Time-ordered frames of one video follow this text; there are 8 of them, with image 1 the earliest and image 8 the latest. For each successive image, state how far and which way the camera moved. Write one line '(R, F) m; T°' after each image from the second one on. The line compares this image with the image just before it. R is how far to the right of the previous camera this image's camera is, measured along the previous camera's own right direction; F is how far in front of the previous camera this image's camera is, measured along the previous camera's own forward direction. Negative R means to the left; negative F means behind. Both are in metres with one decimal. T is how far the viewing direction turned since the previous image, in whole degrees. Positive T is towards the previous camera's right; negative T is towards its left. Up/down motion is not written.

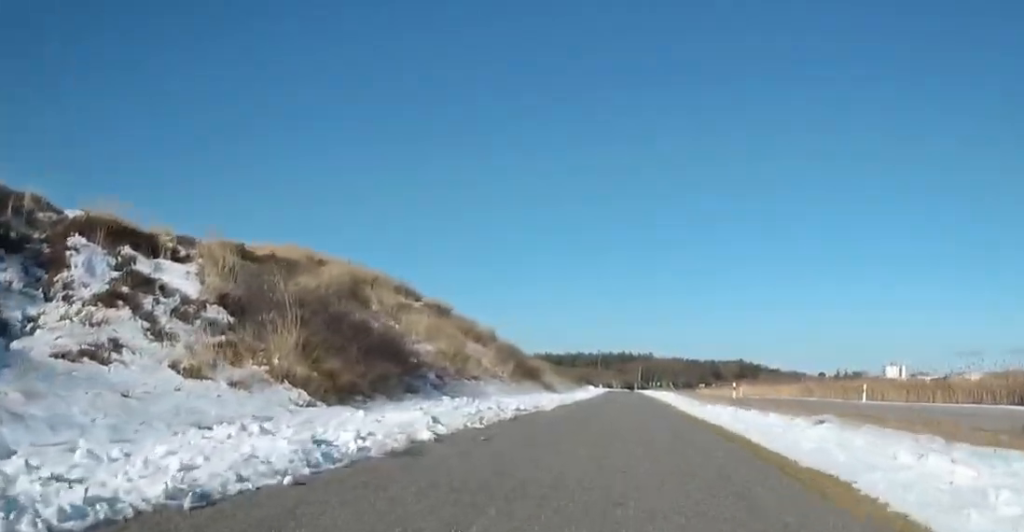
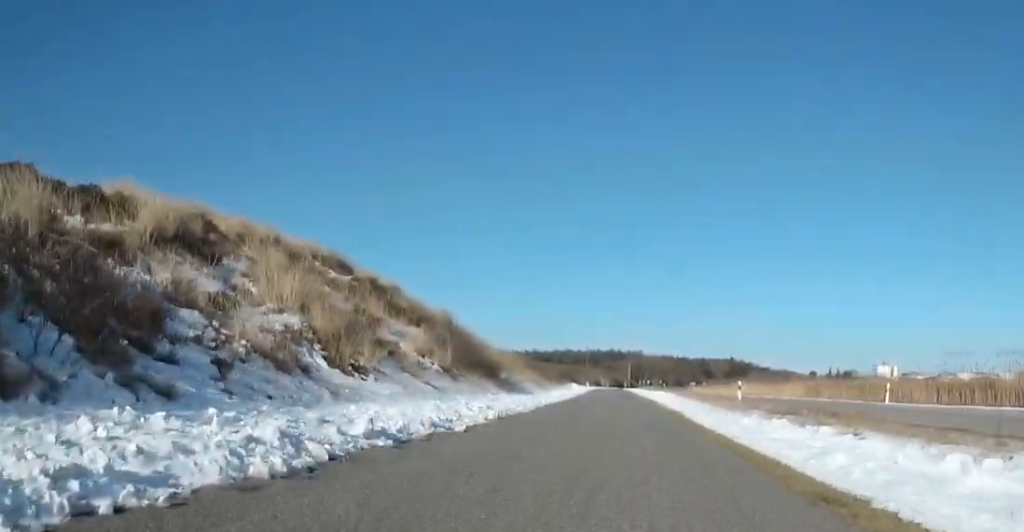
(+0.6, +6.4) m; +1°
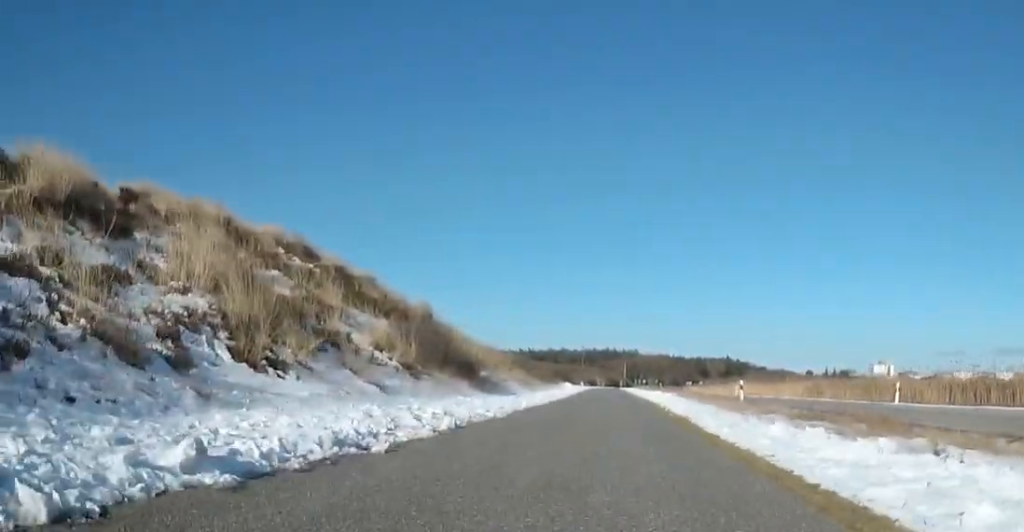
(-0.3, +2.3) m; 0°
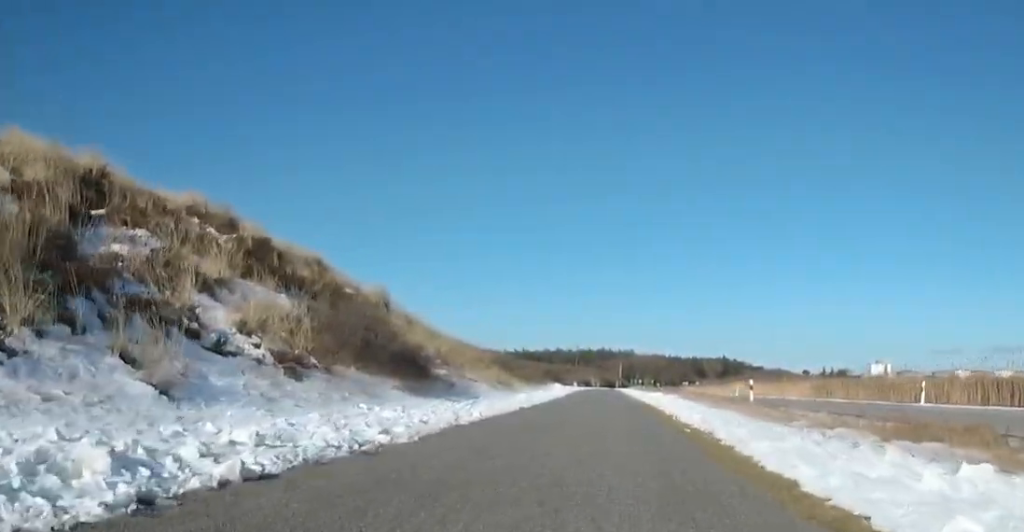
(+0.1, +4.4) m; +3°
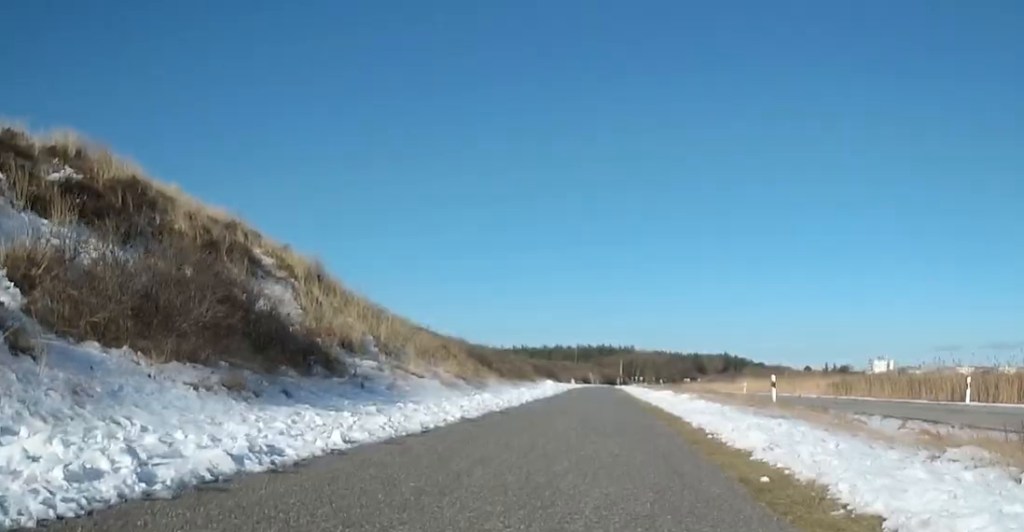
(+0.3, +5.0) m; +1°
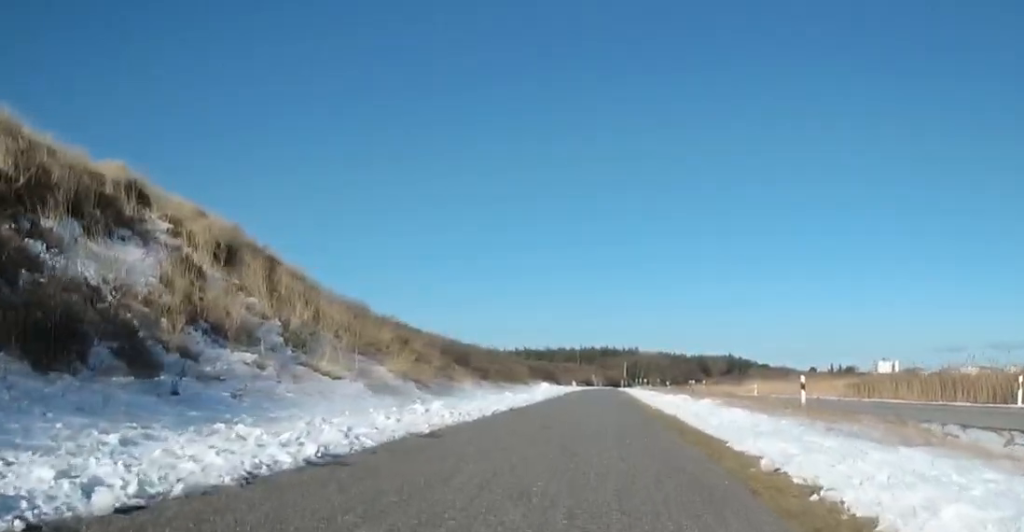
(-0.1, +4.0) m; -4°
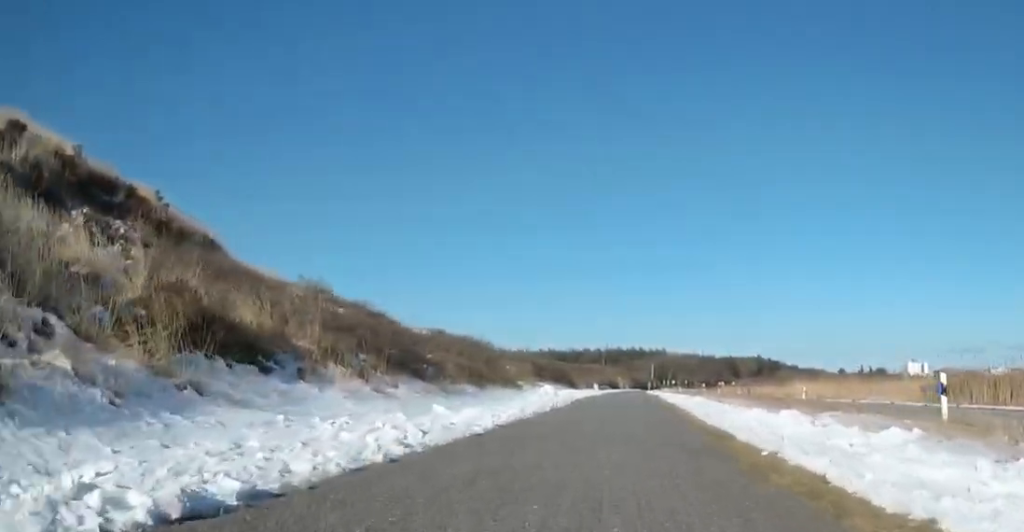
(+0.3, +9.8) m; +1°
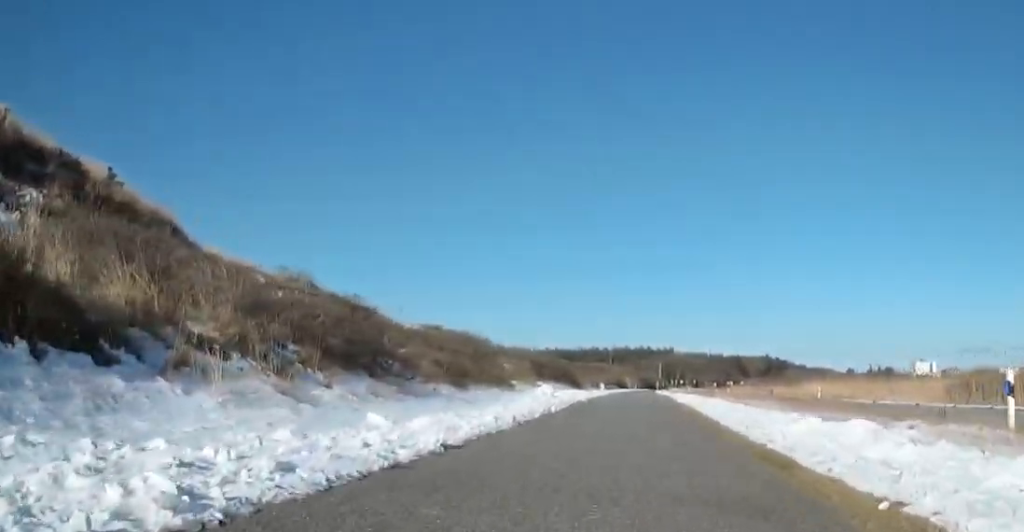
(-0.2, +2.8) m; -2°
